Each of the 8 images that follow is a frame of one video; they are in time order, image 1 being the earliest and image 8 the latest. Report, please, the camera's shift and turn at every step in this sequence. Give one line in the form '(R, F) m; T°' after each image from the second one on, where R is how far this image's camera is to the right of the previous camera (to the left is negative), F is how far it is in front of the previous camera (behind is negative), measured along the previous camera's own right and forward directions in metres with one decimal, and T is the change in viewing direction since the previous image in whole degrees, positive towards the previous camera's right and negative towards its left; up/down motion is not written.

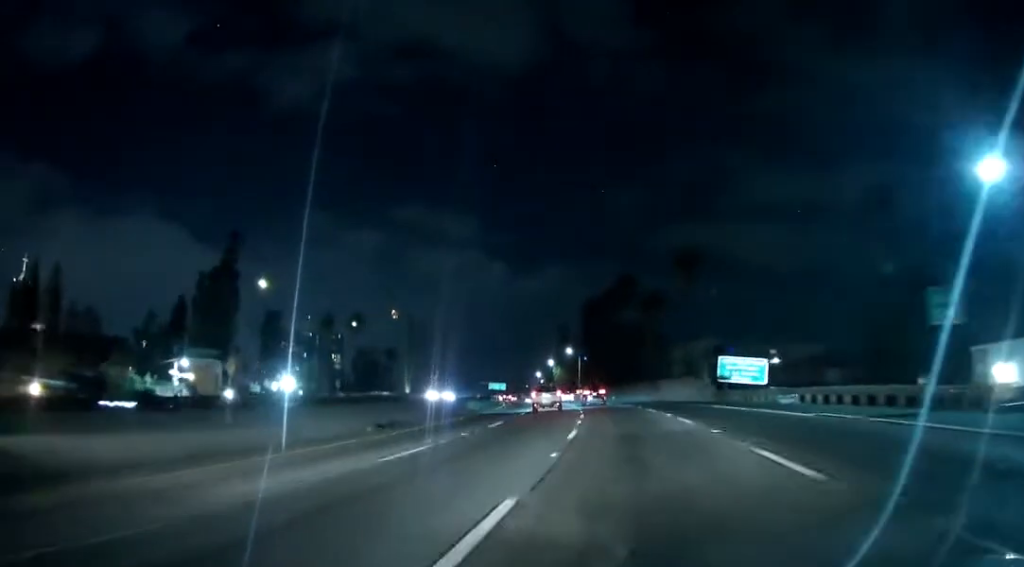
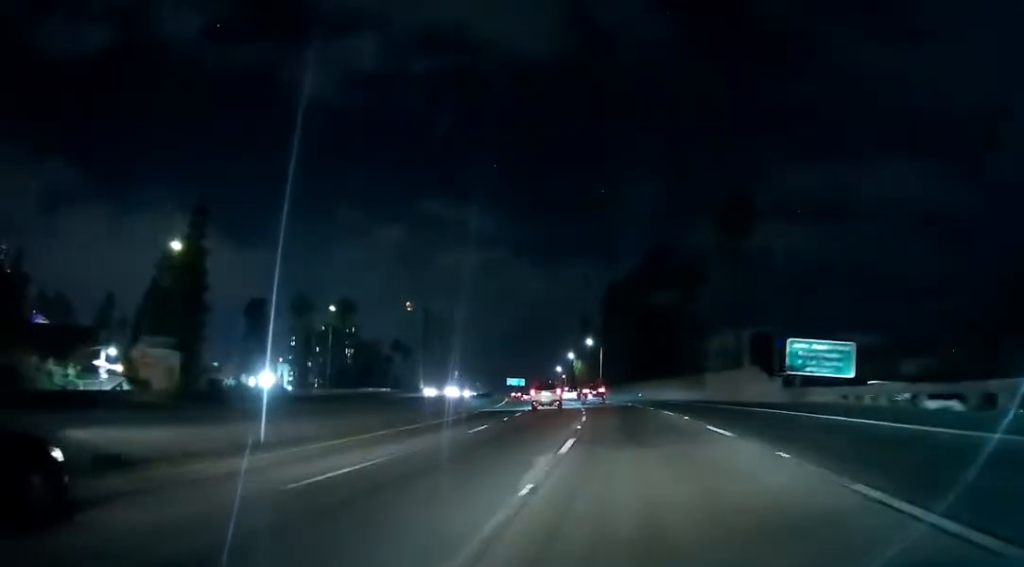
(-0.5, +19.0) m; -2°
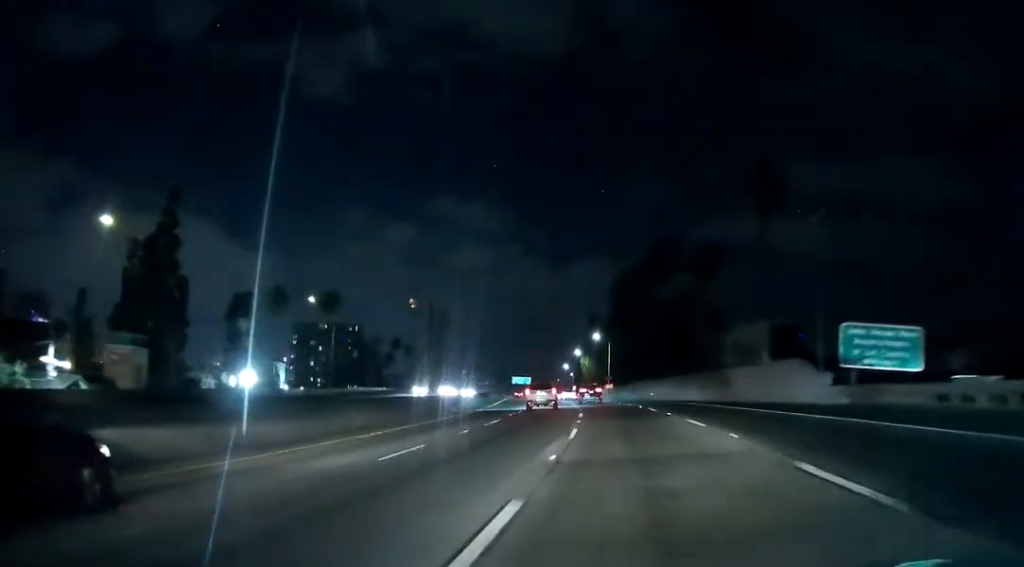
(-0.2, +10.8) m; -1°
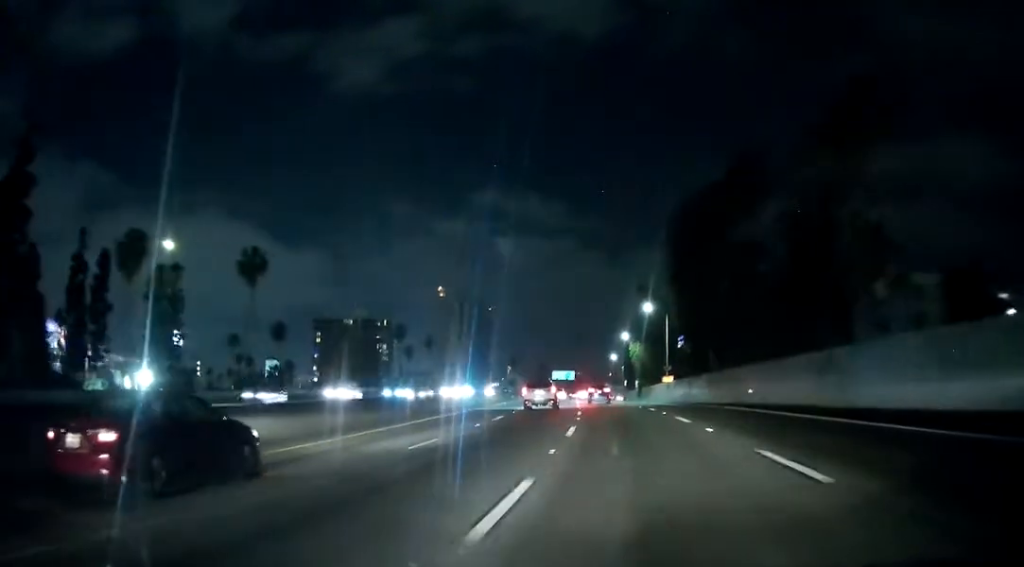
(-1.4, +41.3) m; -4°
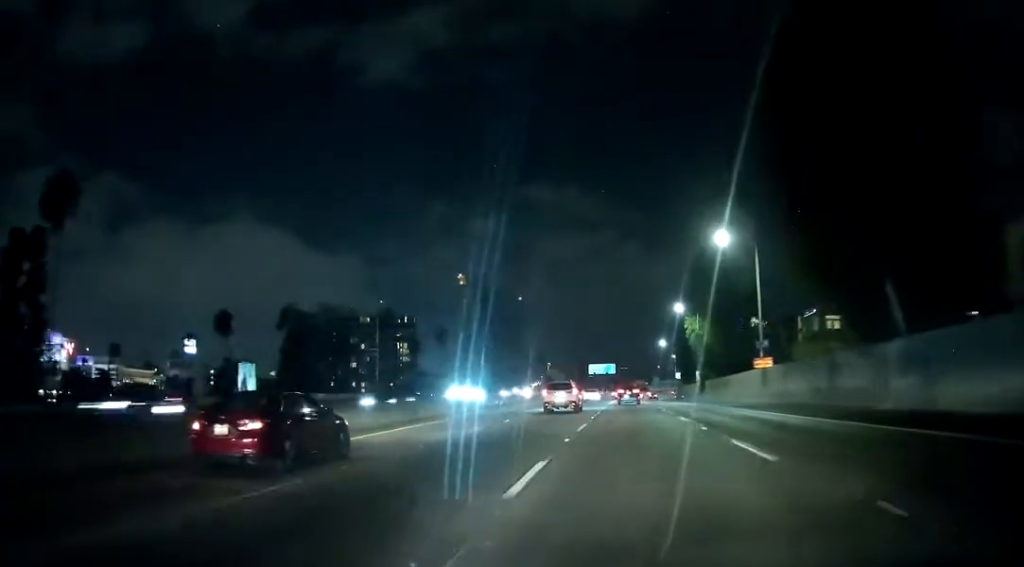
(-1.0, +39.6) m; -2°
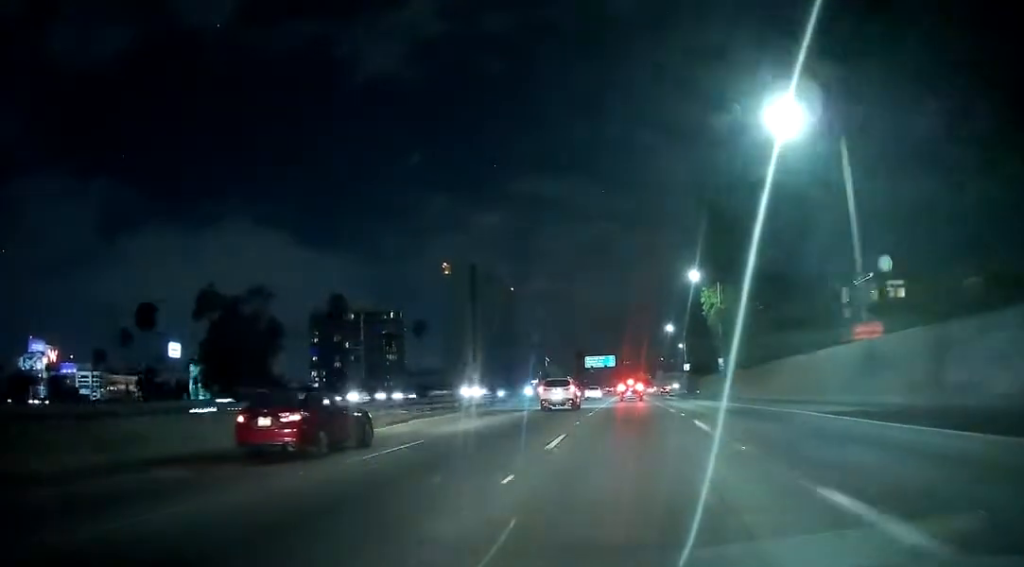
(-0.1, +23.1) m; -1°
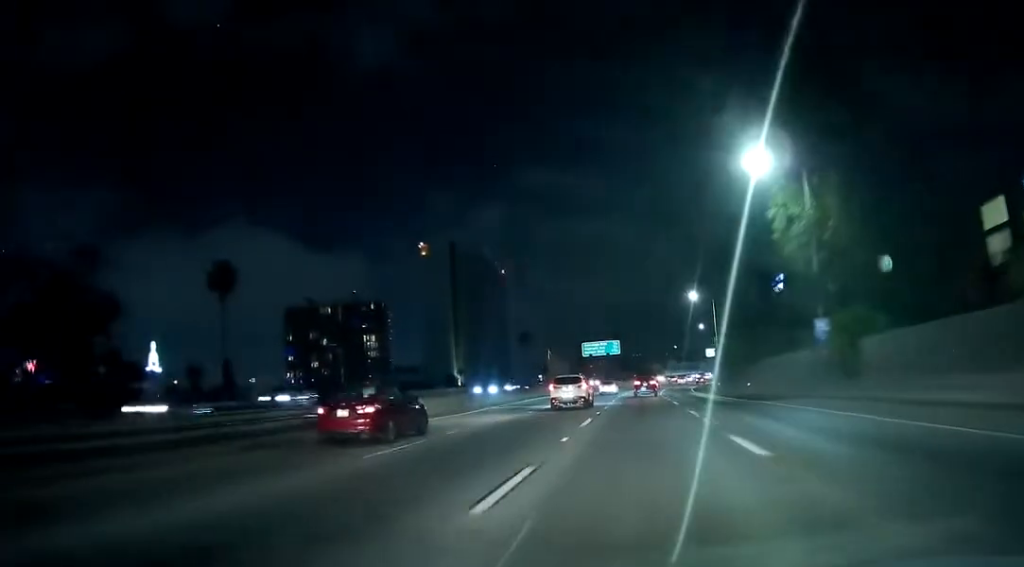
(-0.1, +35.6) m; 0°
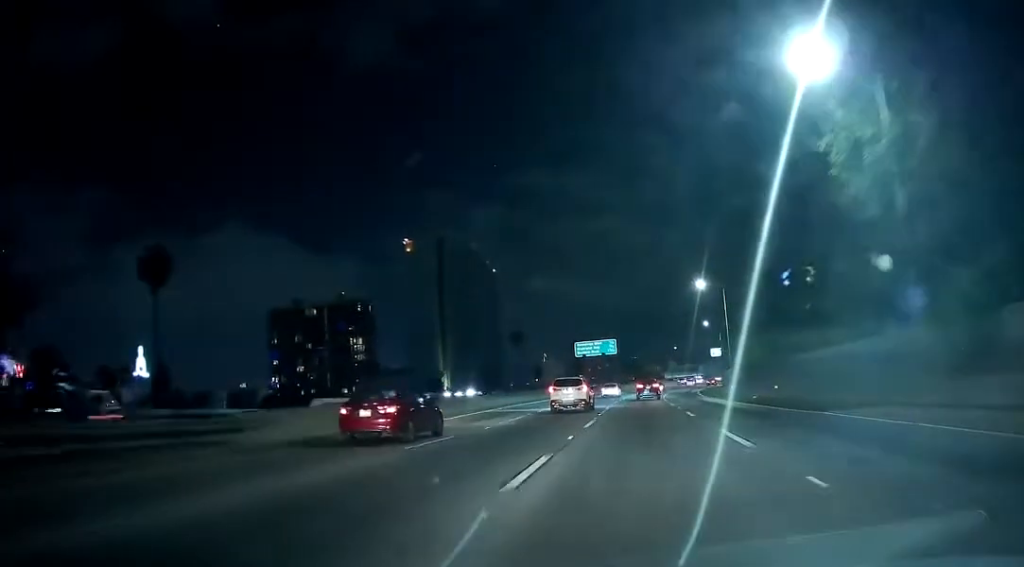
(0.0, +12.4) m; 0°
